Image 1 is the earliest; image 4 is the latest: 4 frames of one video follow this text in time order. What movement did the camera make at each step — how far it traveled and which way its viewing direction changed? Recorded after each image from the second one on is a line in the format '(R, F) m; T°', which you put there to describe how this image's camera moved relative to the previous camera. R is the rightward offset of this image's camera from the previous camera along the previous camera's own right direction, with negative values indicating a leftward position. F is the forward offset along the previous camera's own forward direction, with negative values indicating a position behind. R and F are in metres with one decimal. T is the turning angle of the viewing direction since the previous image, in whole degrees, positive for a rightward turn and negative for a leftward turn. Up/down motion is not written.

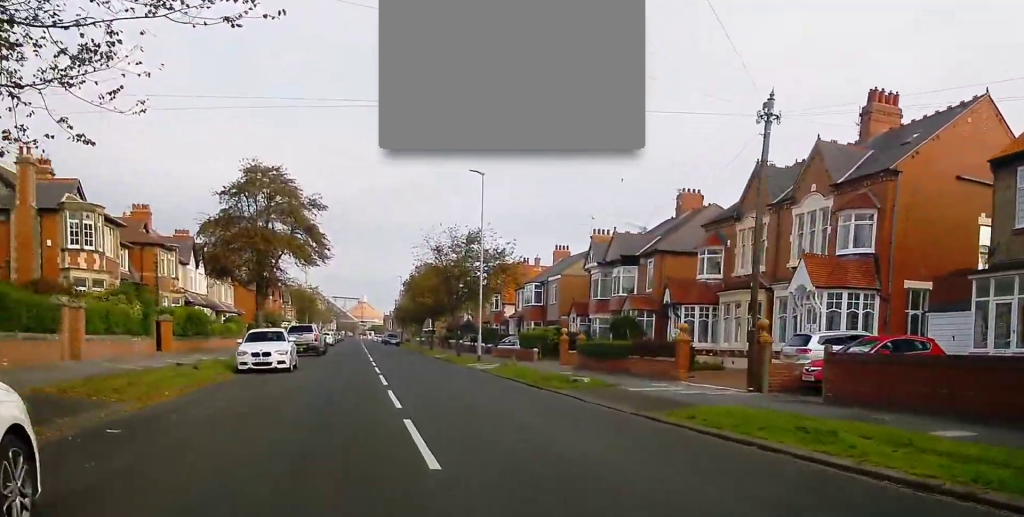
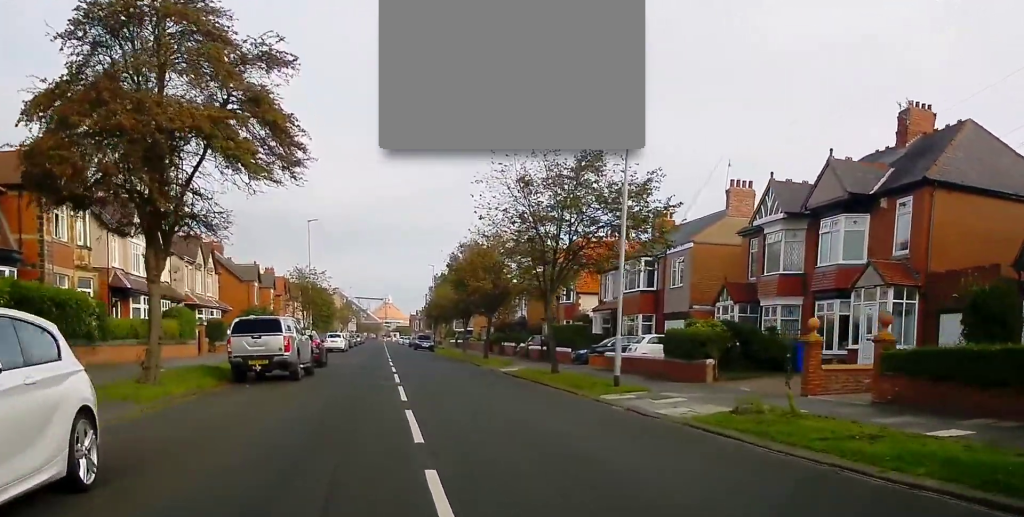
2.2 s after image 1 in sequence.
(-0.4, +21.7) m; -1°
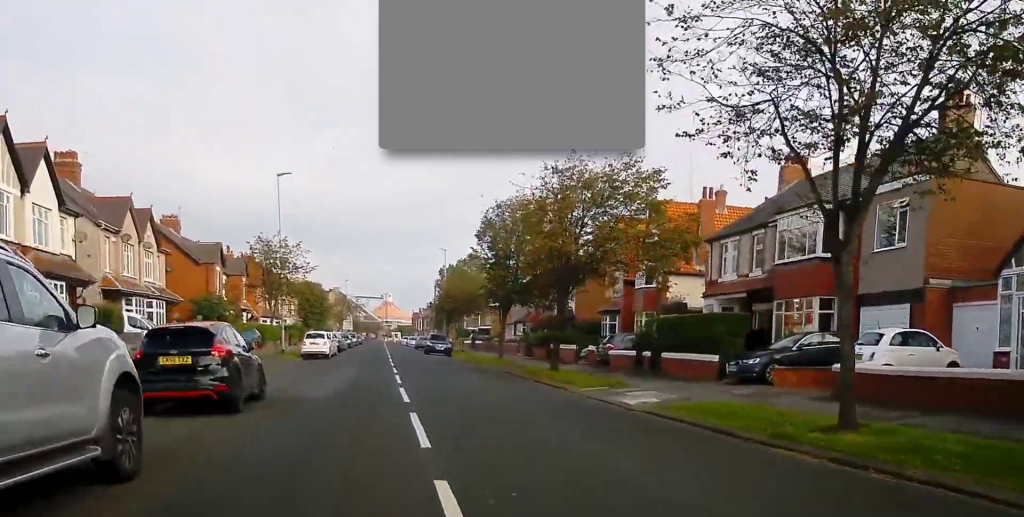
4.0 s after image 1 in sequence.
(0.0, +18.5) m; 0°
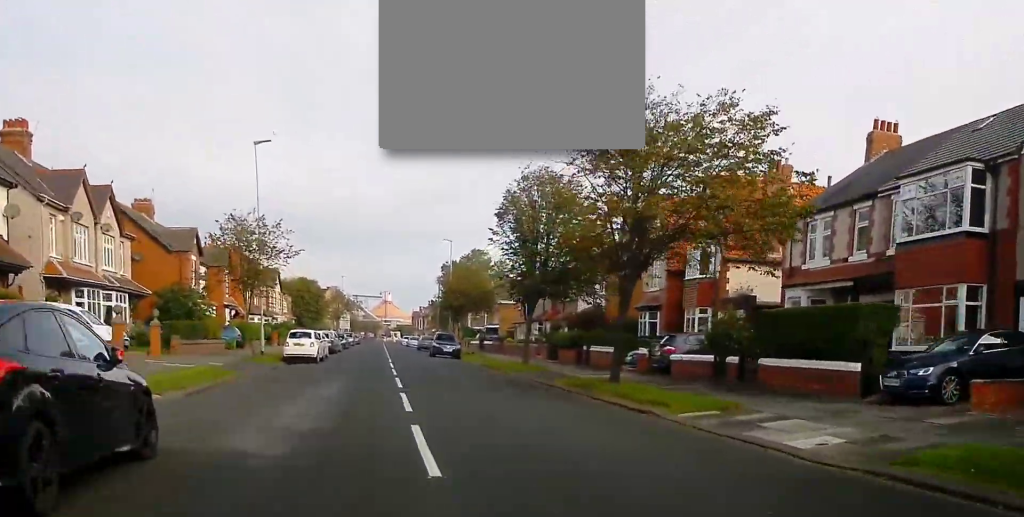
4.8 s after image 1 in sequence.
(0.0, +7.6) m; 0°
